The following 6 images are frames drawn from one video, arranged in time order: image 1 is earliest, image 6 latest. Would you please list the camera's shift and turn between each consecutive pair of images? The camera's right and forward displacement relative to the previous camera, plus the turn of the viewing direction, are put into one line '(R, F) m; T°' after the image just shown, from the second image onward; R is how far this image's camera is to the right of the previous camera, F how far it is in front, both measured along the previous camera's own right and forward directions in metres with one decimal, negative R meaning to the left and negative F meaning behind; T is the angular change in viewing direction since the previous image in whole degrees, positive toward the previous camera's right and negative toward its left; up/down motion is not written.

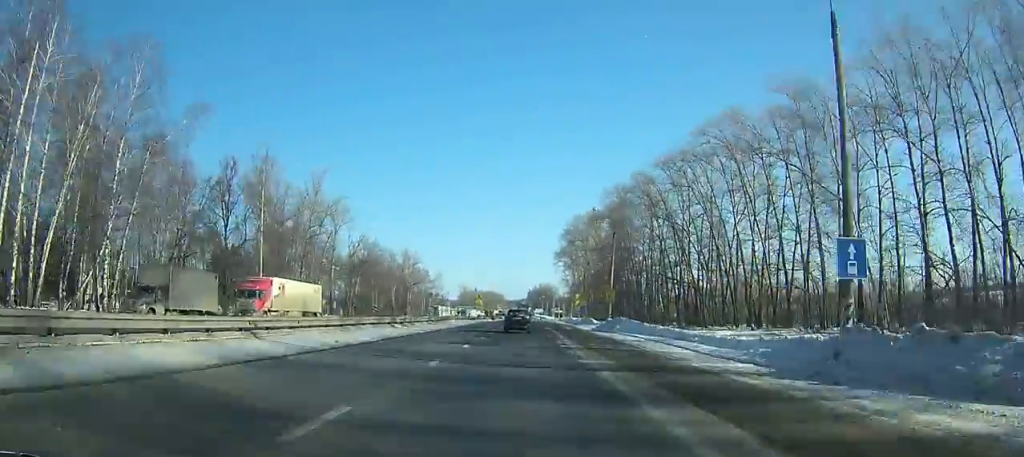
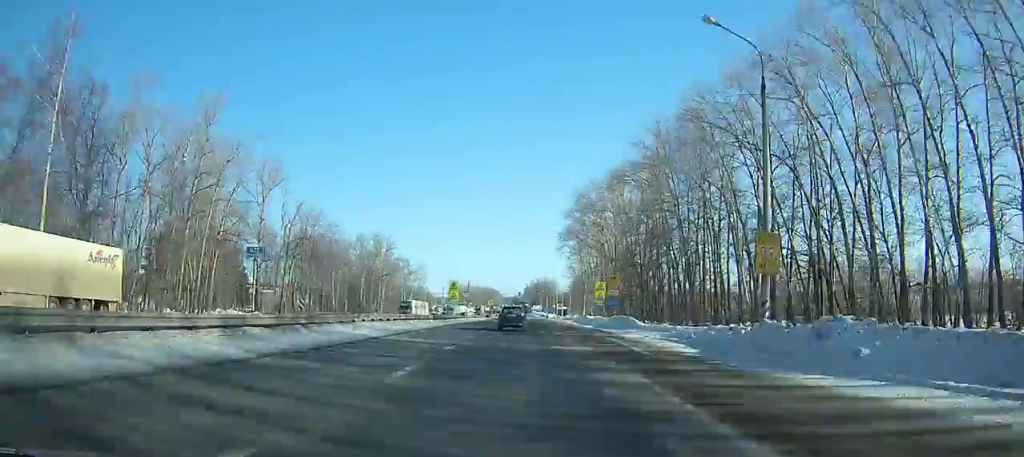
(-0.3, +33.5) m; -3°
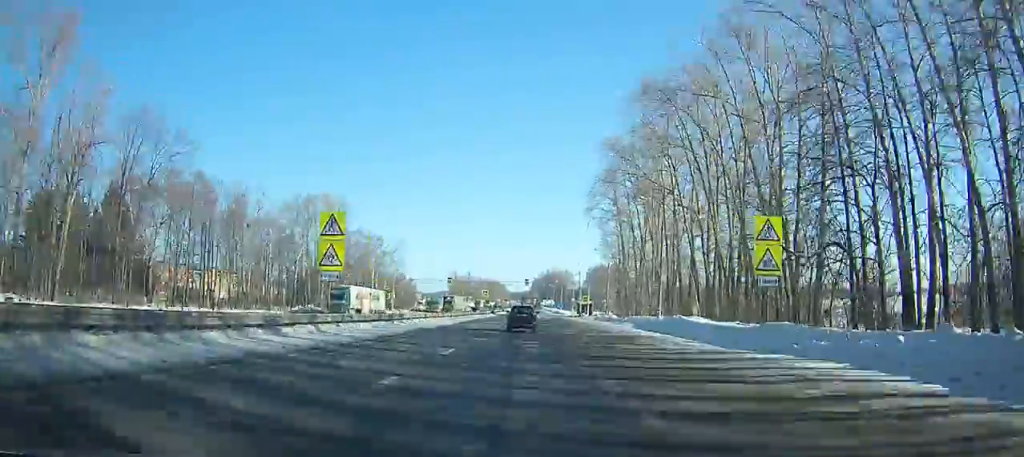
(-4.2, +49.3) m; -2°
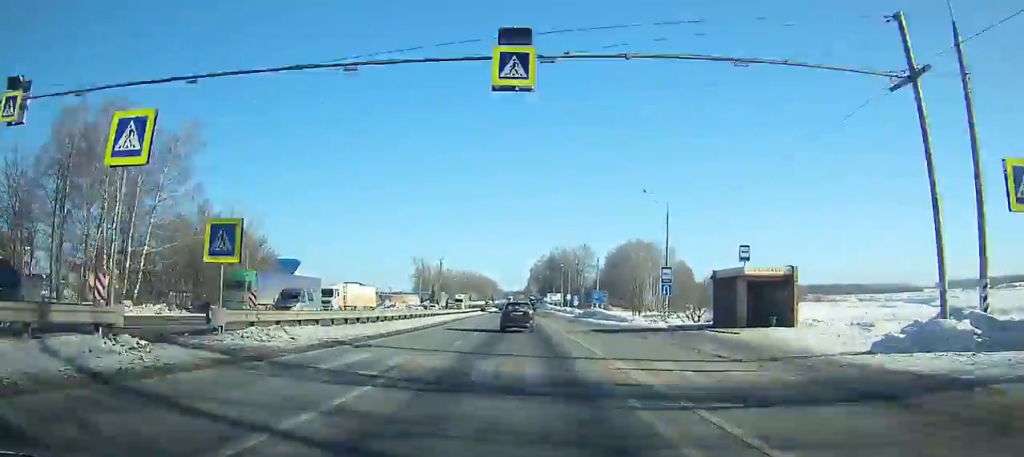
(+5.1, +106.0) m; +3°
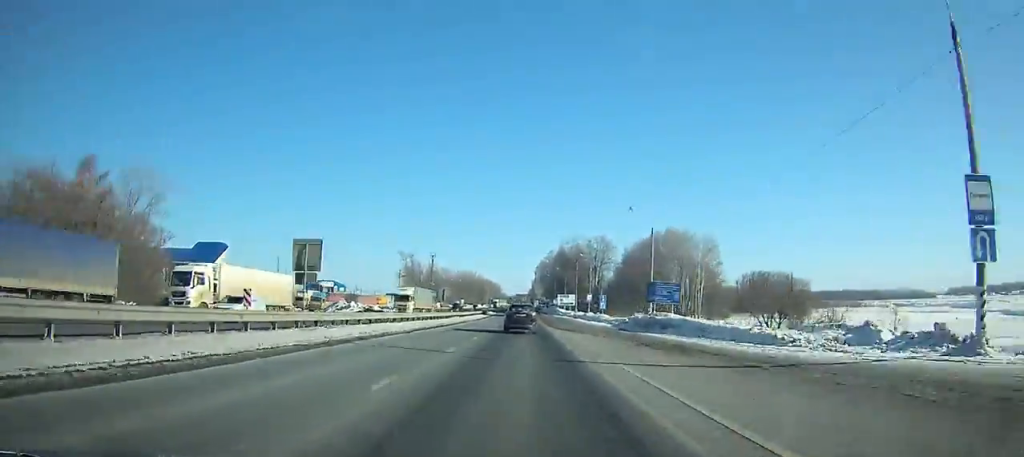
(0.0, +35.2) m; 0°
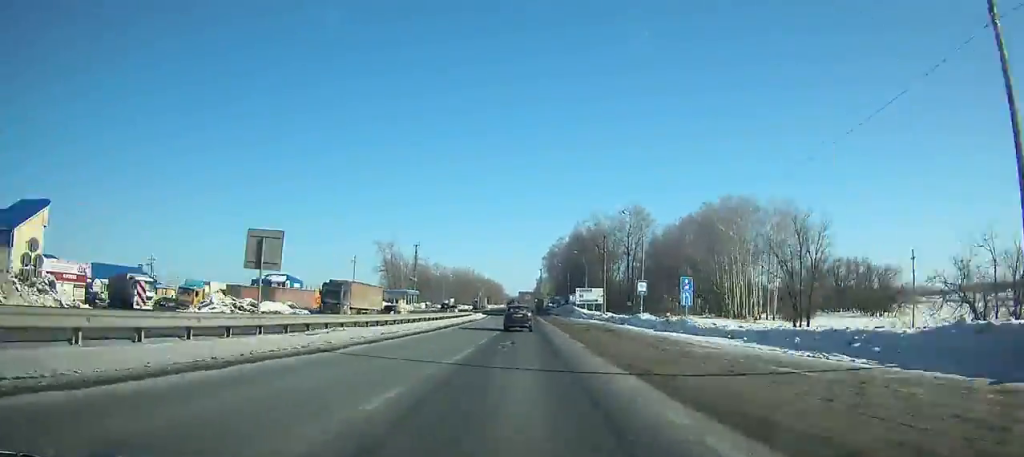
(+0.2, +42.9) m; 0°
